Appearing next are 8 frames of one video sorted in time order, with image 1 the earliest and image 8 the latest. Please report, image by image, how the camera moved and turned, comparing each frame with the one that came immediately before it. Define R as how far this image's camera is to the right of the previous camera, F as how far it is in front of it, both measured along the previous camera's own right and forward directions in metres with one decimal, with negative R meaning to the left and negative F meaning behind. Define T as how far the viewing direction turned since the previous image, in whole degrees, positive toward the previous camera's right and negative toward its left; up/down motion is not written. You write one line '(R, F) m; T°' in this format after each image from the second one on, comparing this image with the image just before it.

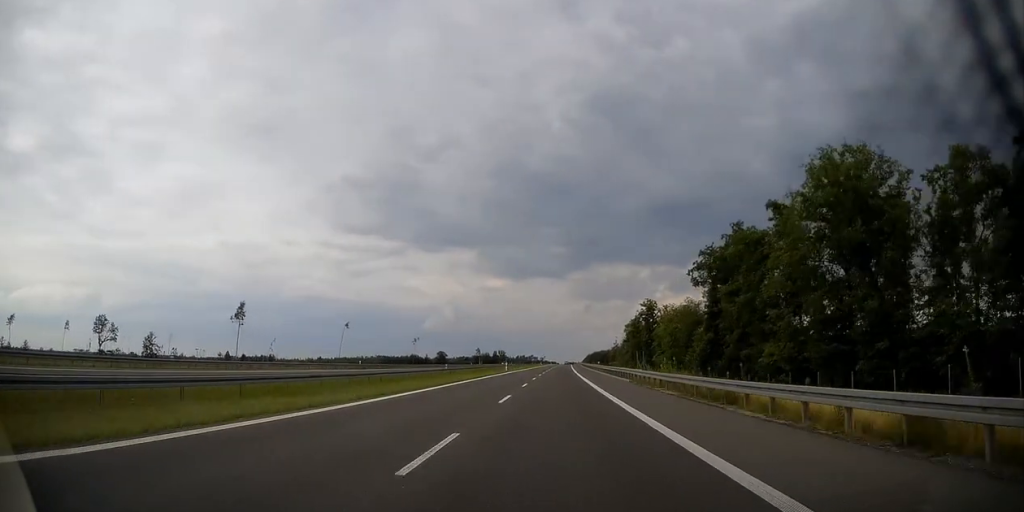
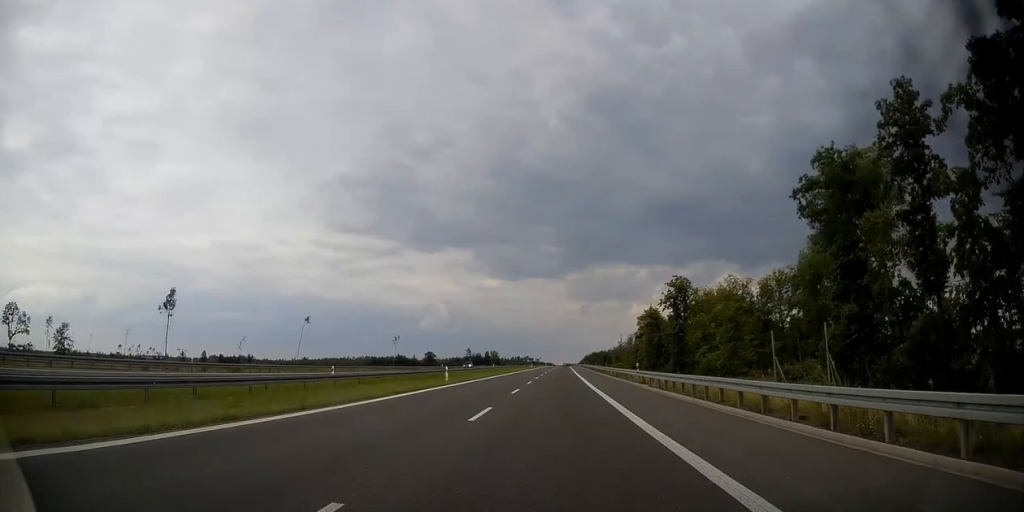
(+0.5, +41.8) m; +1°
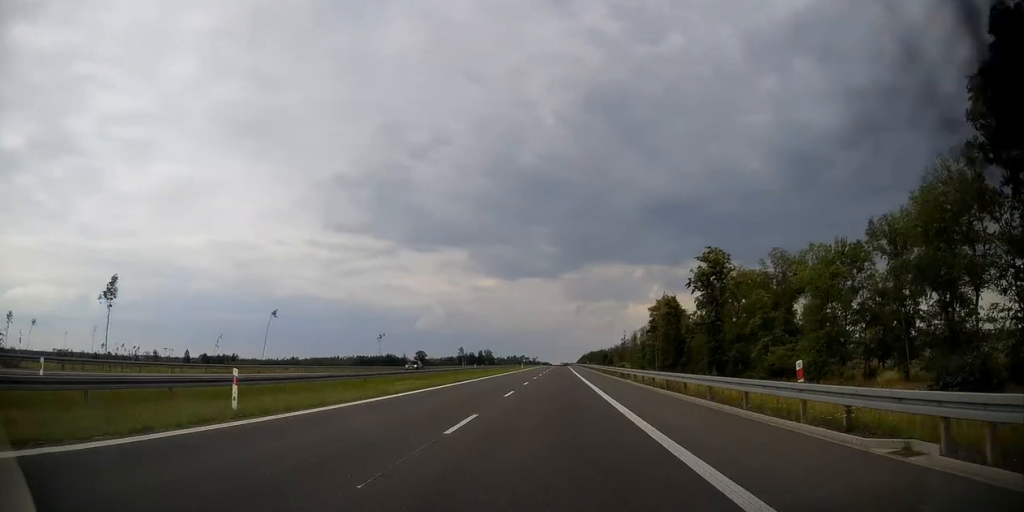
(0.0, +26.7) m; 0°
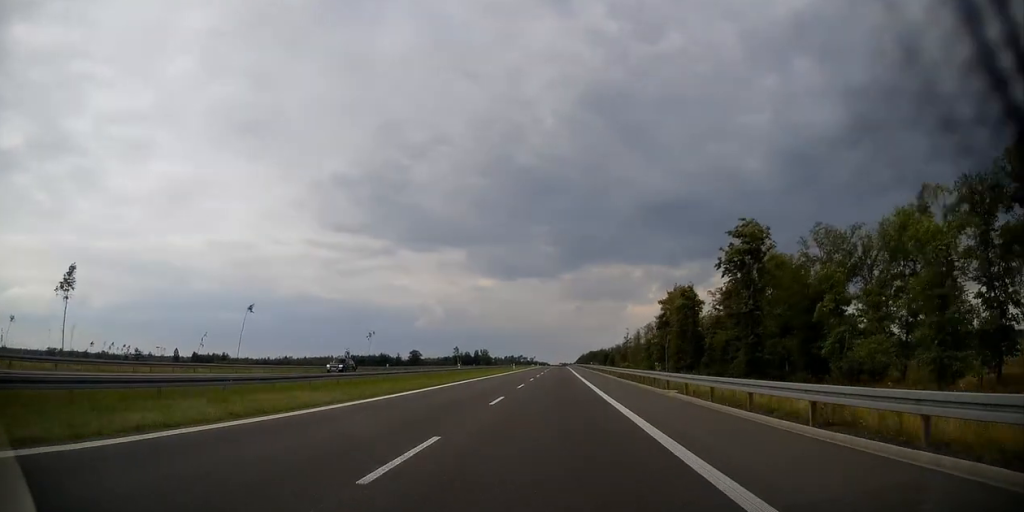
(+0.1, +16.6) m; 0°
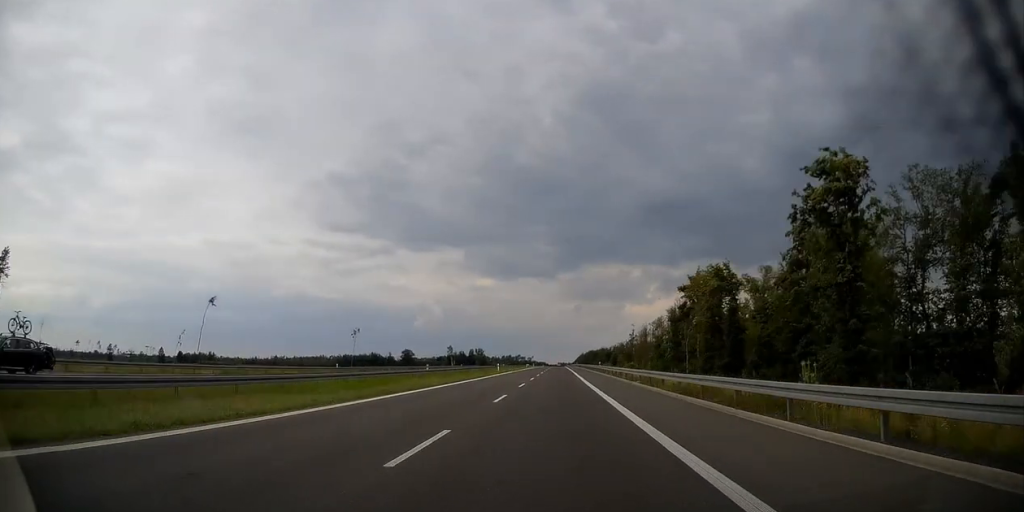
(+0.1, +22.9) m; 0°
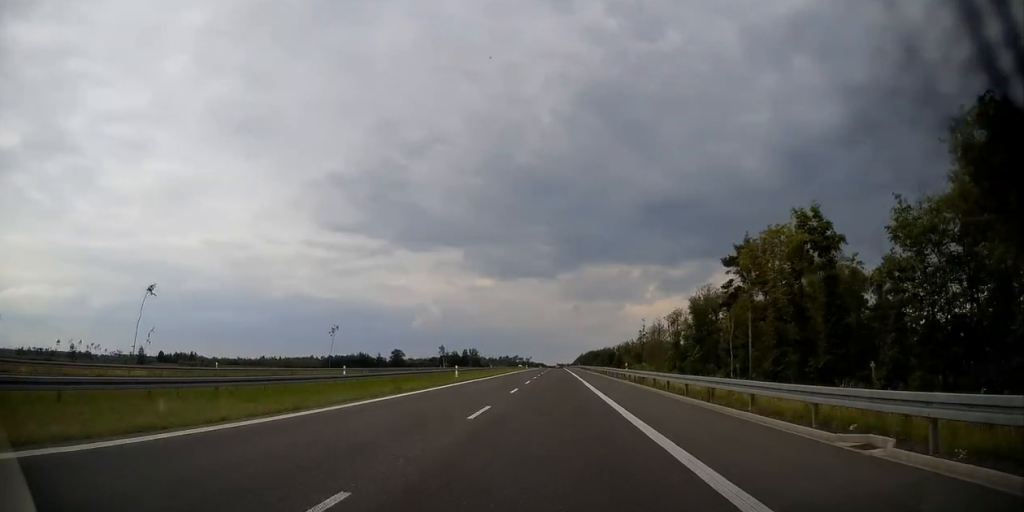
(0.0, +29.5) m; 0°
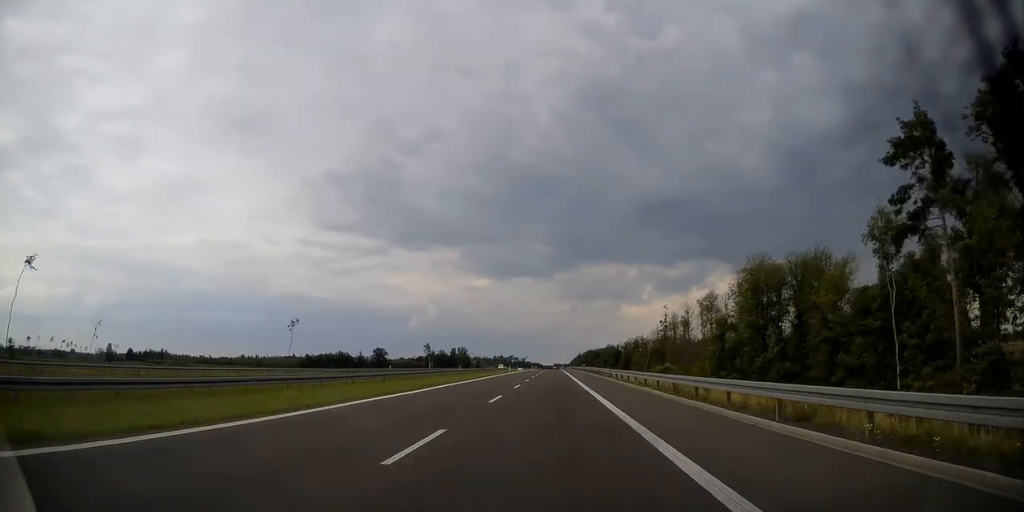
(0.0, +42.5) m; 0°
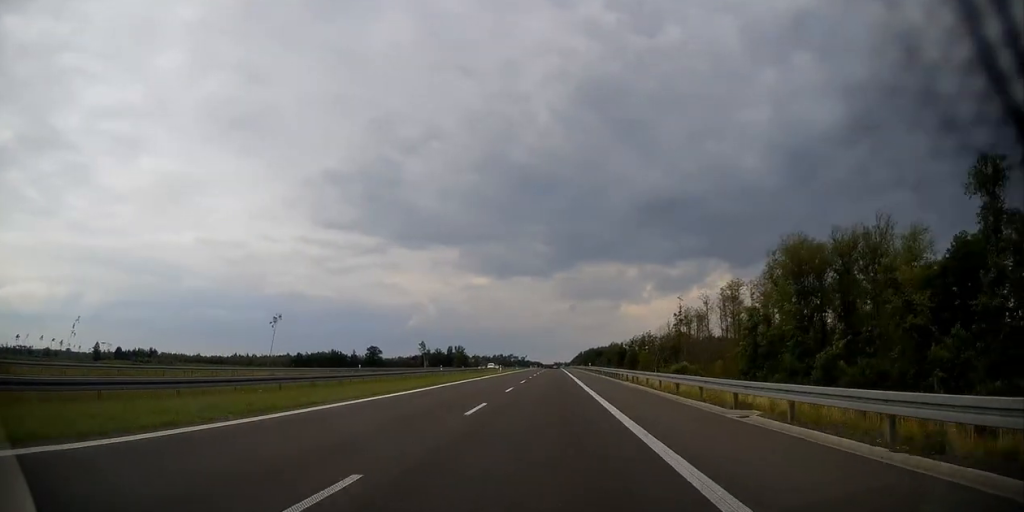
(0.0, +16.8) m; 0°
